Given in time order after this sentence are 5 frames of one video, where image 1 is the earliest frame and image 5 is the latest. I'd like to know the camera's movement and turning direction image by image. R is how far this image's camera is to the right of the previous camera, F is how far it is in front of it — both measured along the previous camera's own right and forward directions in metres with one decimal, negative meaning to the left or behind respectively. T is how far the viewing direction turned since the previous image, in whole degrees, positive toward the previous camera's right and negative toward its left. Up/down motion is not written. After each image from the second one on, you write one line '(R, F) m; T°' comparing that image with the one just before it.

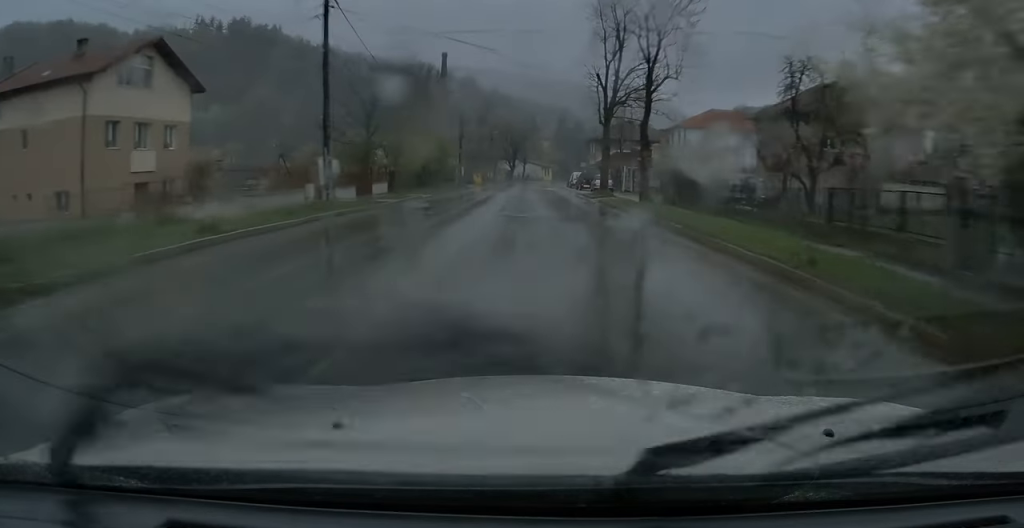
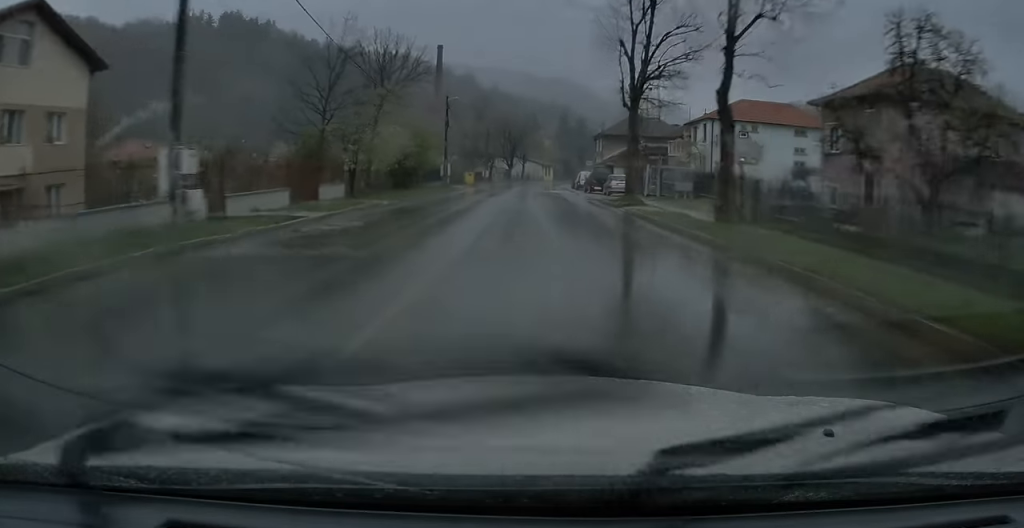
(0.0, +10.2) m; 0°
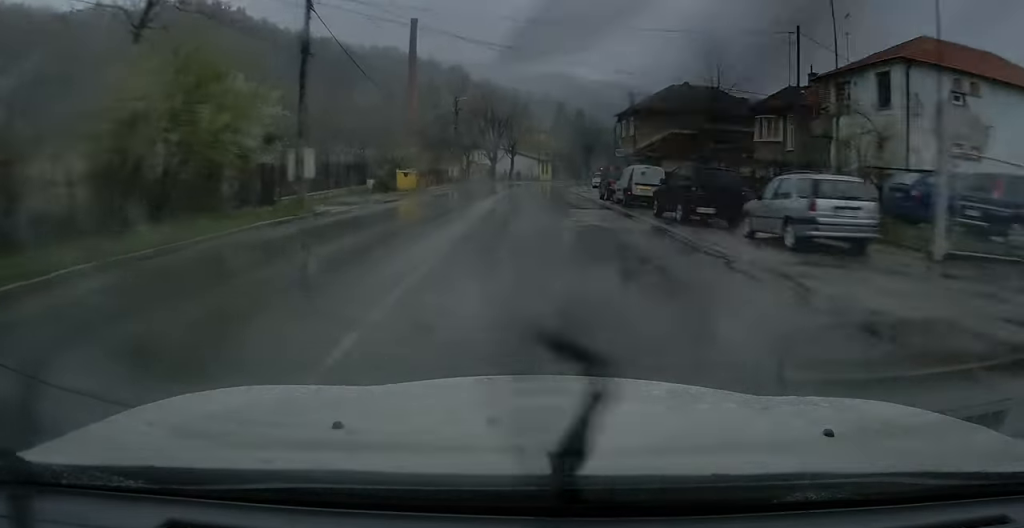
(-0.2, +31.4) m; 0°
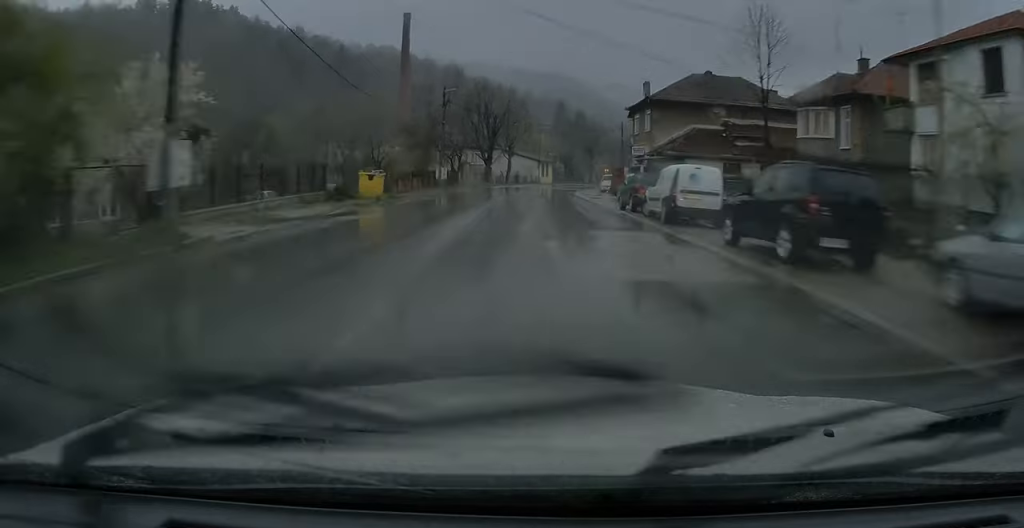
(+0.2, +7.8) m; +1°
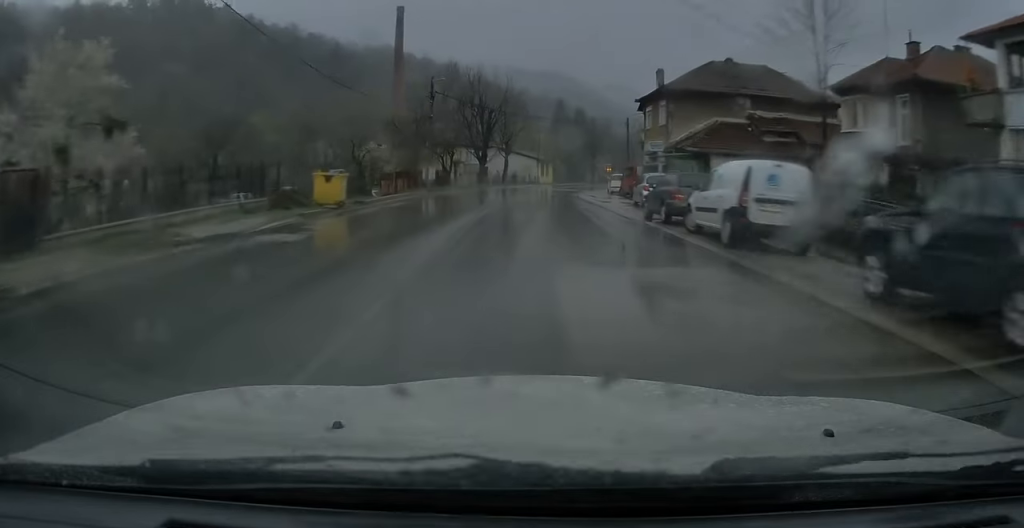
(0.0, +5.9) m; 0°
